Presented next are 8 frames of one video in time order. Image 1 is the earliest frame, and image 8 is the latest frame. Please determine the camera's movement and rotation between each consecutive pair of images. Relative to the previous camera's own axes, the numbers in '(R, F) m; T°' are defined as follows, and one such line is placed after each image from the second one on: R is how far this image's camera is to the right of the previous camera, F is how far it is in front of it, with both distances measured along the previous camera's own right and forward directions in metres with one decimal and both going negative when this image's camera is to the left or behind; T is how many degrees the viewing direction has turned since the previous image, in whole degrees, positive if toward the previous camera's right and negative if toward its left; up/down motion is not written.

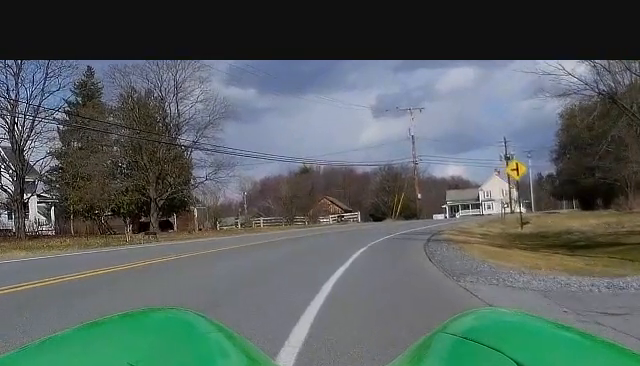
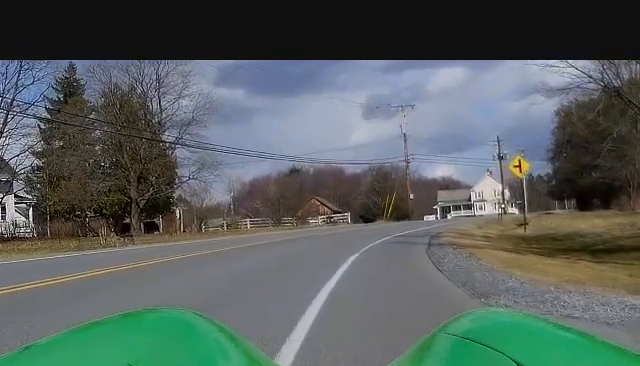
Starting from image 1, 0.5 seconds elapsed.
(0.0, +2.6) m; +1°
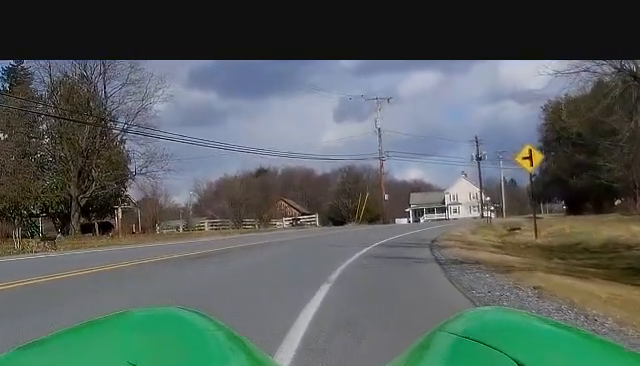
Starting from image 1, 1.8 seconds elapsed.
(+0.4, +7.1) m; +6°
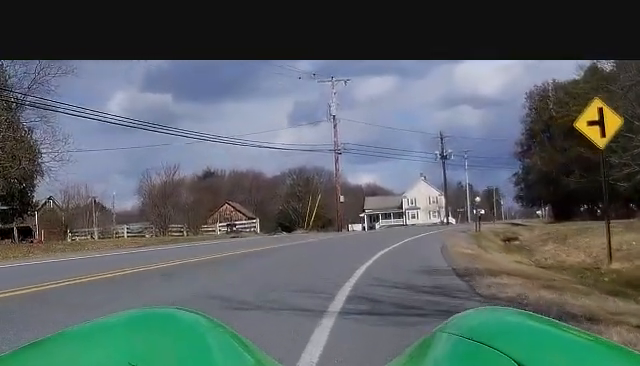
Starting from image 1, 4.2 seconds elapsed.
(+0.3, +13.8) m; +1°
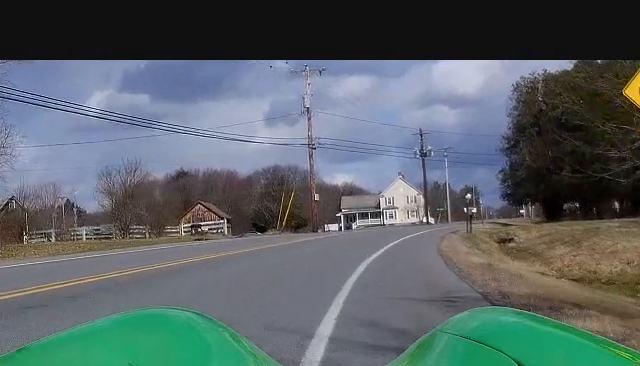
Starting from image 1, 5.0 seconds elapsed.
(0.0, +5.2) m; +1°
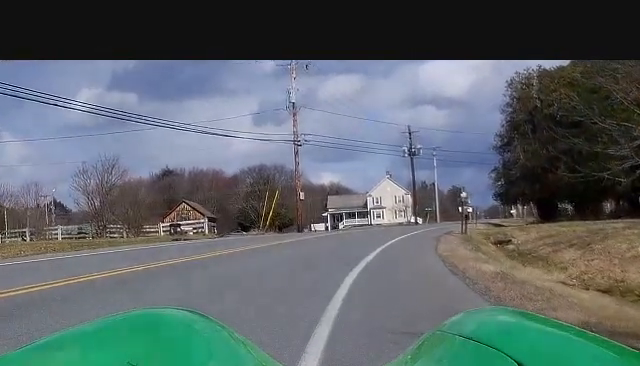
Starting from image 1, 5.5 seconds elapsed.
(0.0, +2.8) m; +1°
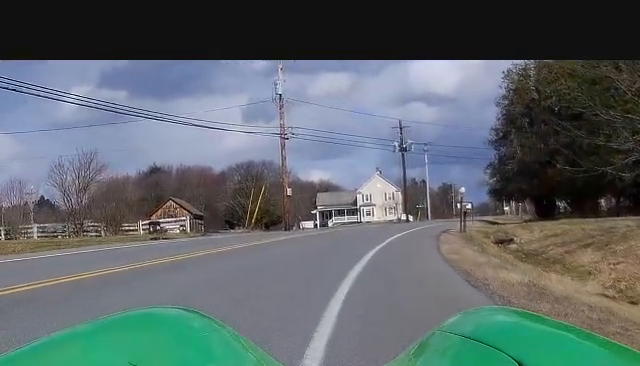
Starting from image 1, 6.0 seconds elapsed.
(0.0, +2.9) m; +1°
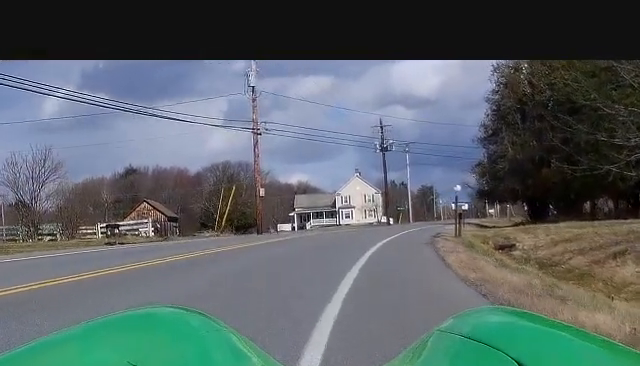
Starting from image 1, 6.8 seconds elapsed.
(0.0, +4.8) m; 0°
